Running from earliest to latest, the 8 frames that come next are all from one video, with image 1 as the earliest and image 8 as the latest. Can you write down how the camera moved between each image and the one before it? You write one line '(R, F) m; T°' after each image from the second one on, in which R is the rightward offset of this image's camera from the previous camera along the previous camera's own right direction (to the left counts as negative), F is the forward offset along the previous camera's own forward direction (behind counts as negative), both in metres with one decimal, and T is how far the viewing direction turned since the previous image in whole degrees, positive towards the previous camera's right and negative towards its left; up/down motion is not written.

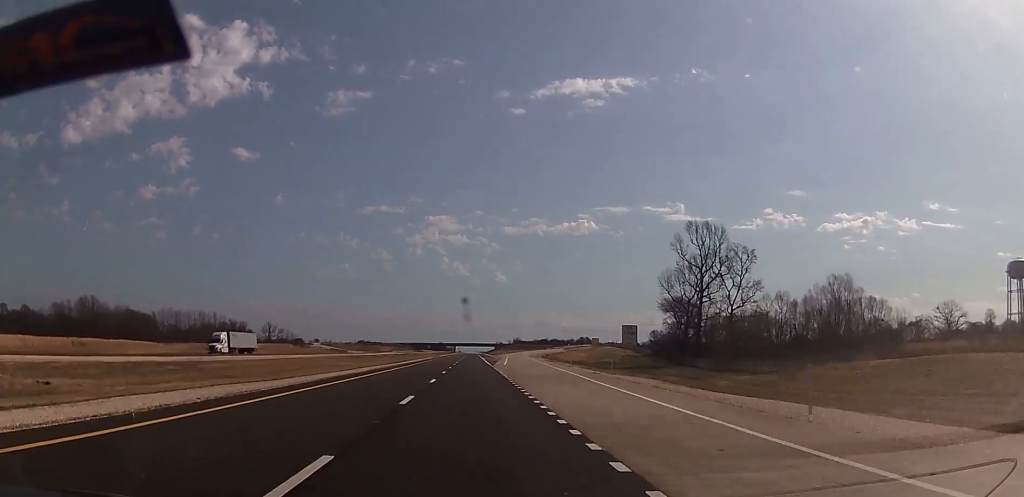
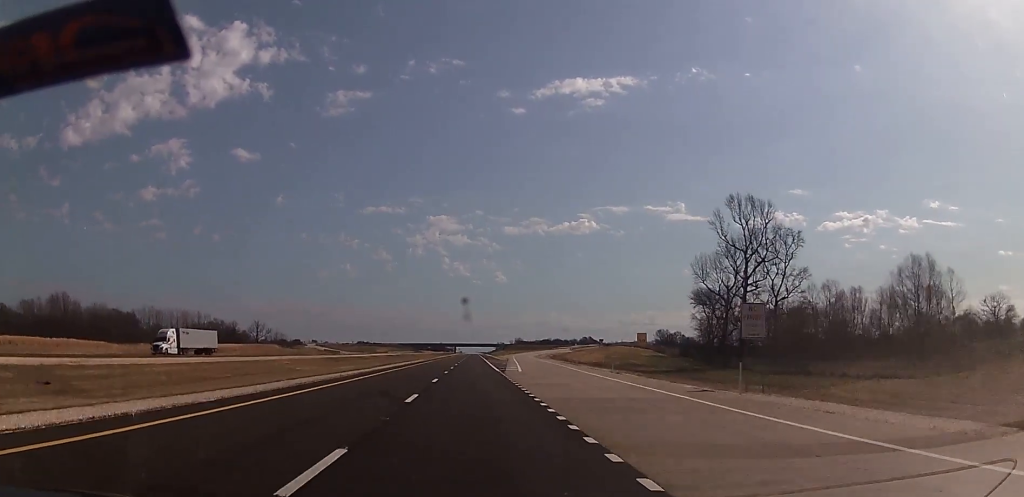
(-0.4, +23.6) m; 0°
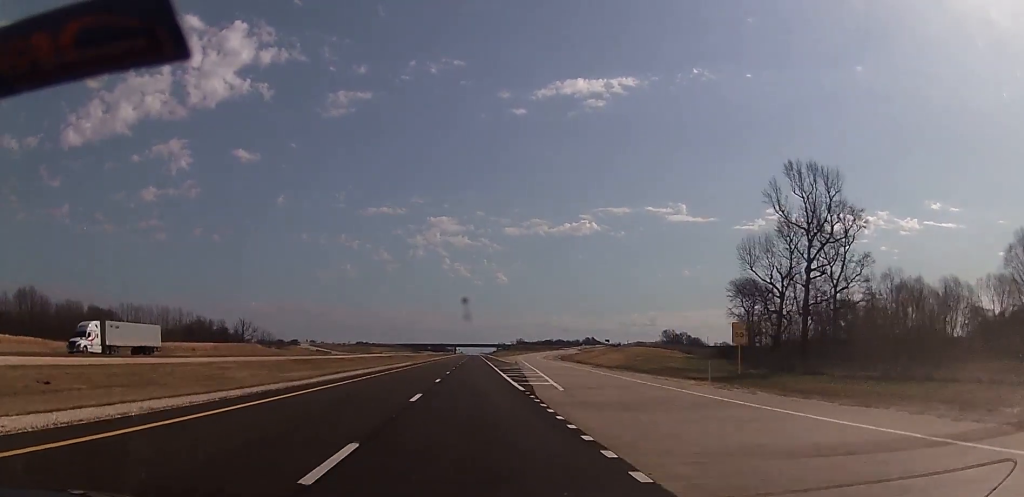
(+0.1, +23.6) m; 0°
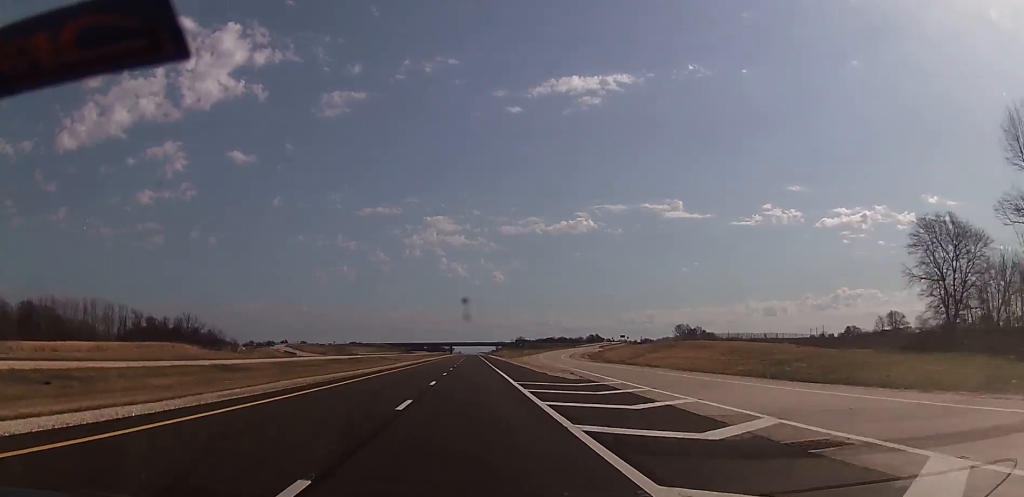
(-0.1, +63.6) m; 0°
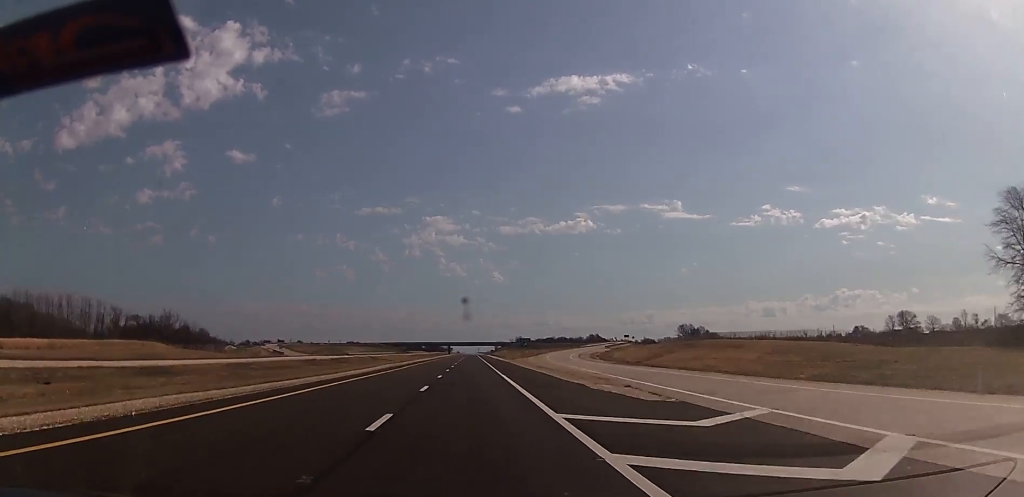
(+0.2, +16.6) m; 0°
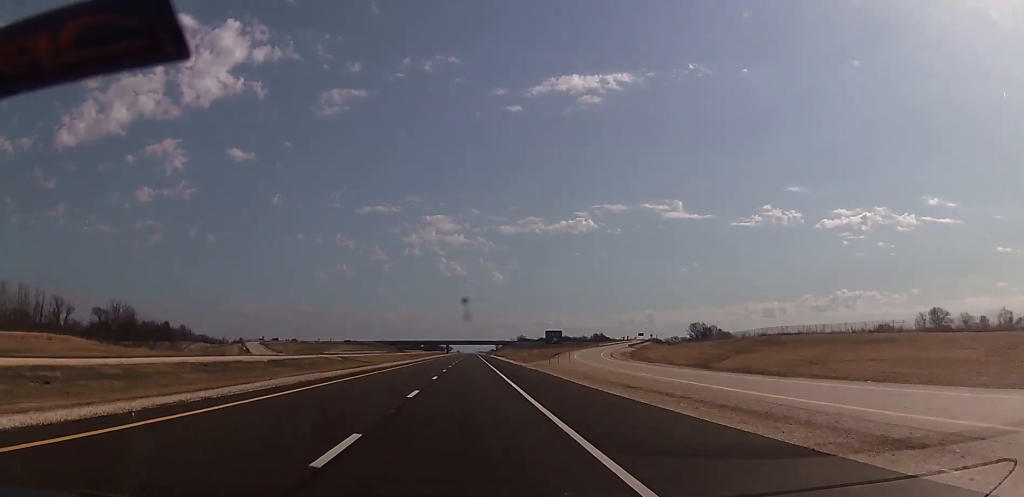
(+0.2, +40.2) m; 0°
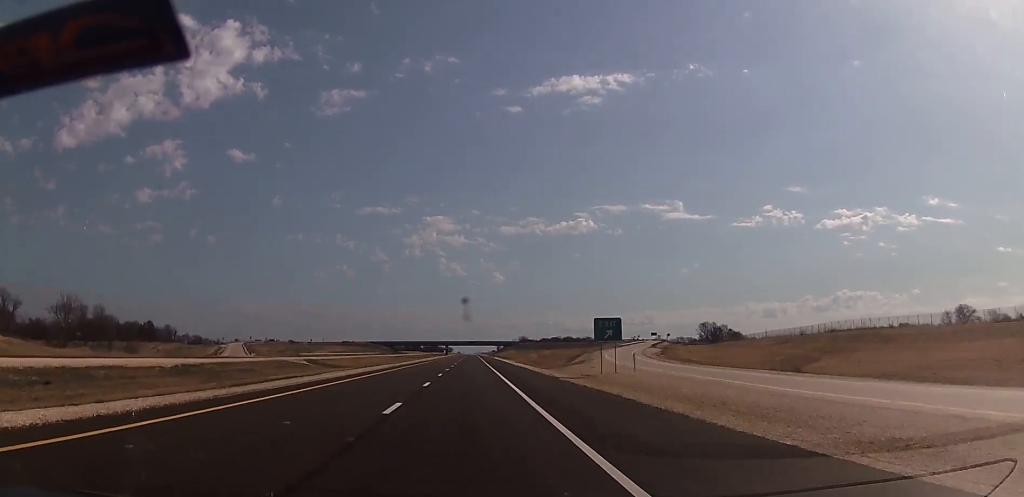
(-0.3, +29.5) m; 0°
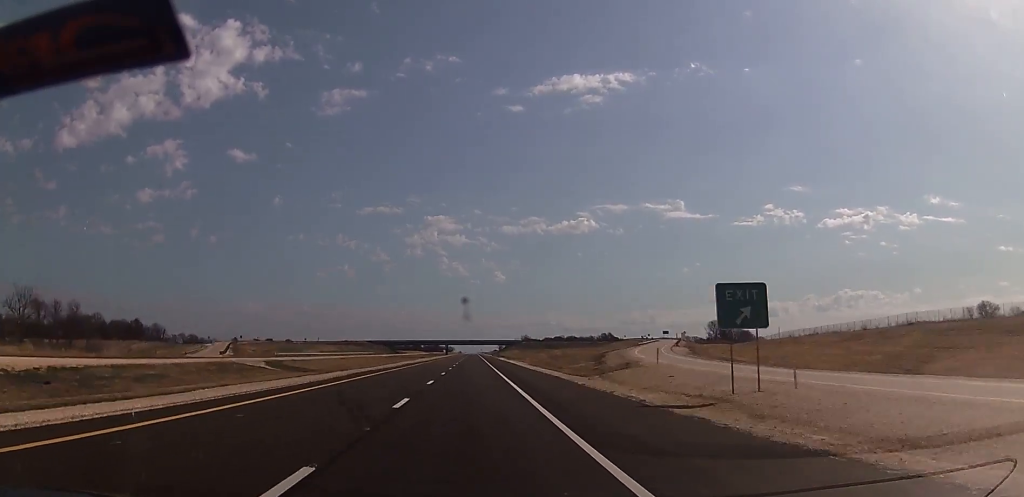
(0.0, +22.5) m; 0°
